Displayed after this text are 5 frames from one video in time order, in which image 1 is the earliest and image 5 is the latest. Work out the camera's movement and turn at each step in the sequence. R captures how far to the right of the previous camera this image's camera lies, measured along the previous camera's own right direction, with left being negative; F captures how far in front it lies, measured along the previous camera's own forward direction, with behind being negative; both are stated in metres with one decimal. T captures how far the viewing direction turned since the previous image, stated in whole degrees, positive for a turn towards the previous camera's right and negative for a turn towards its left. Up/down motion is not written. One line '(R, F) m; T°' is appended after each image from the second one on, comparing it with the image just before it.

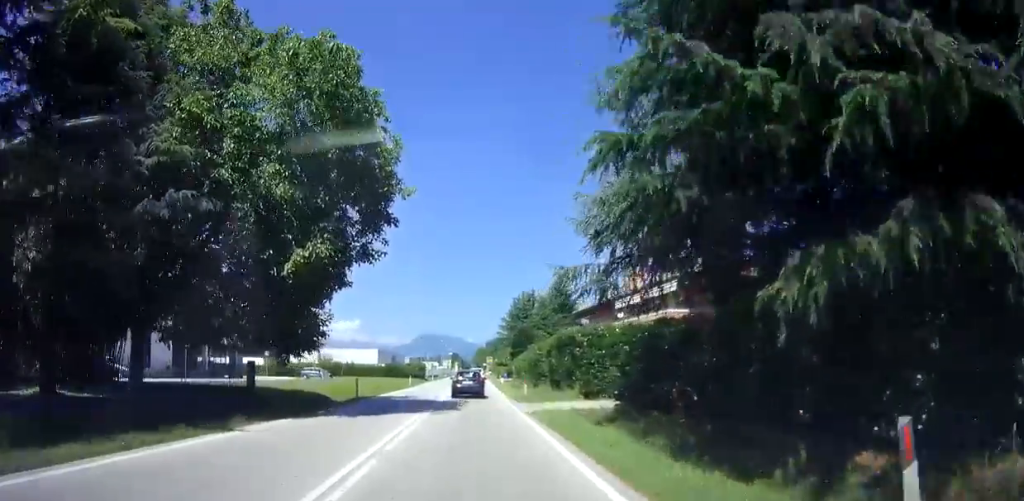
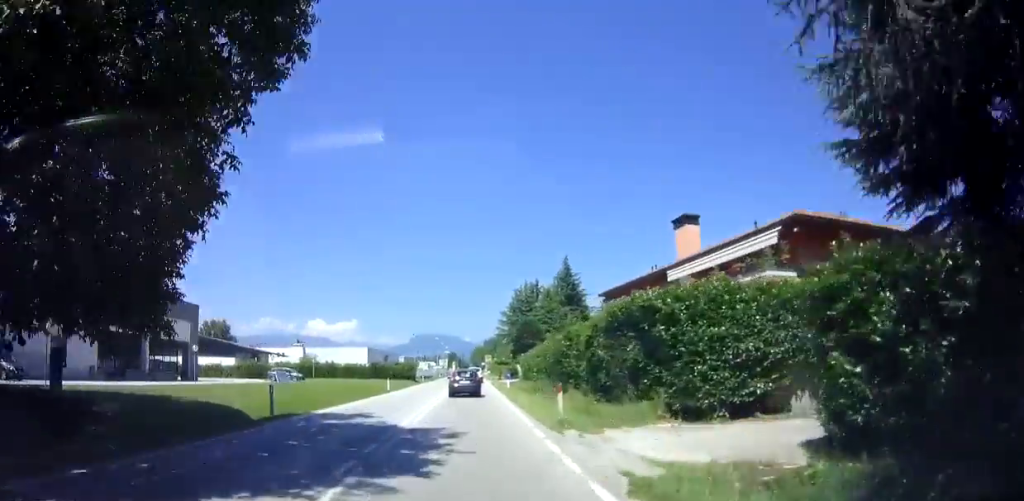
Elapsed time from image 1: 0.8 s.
(+0.1, +11.7) m; 0°
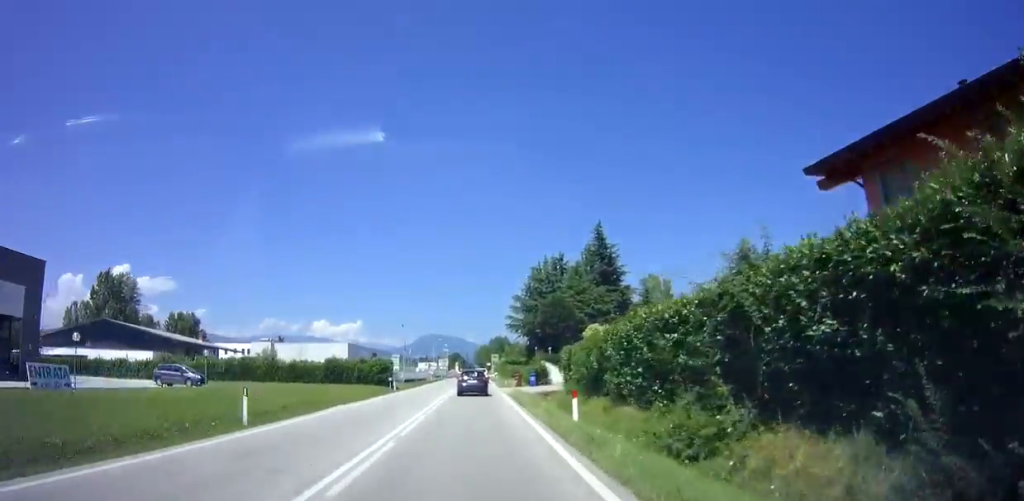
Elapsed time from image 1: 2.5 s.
(0.0, +26.0) m; 0°
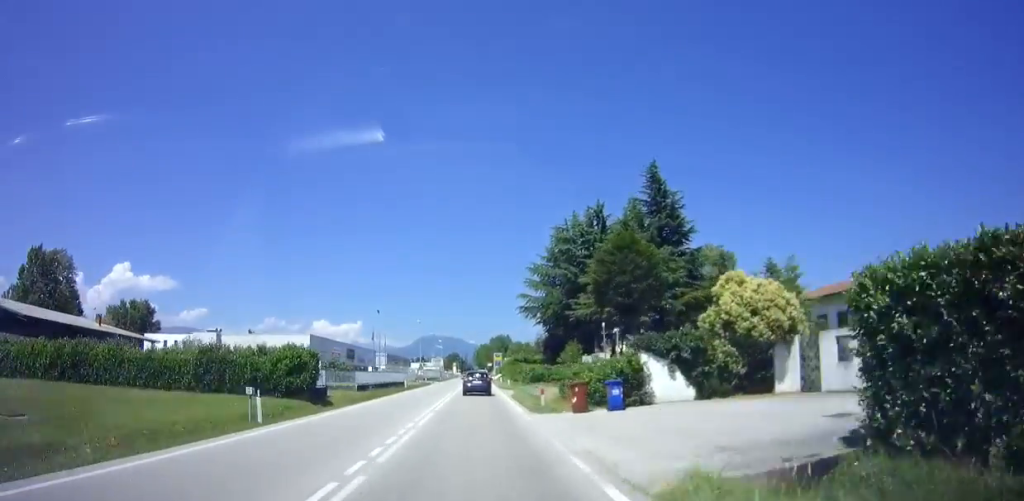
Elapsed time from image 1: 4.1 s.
(-0.1, +25.9) m; -1°
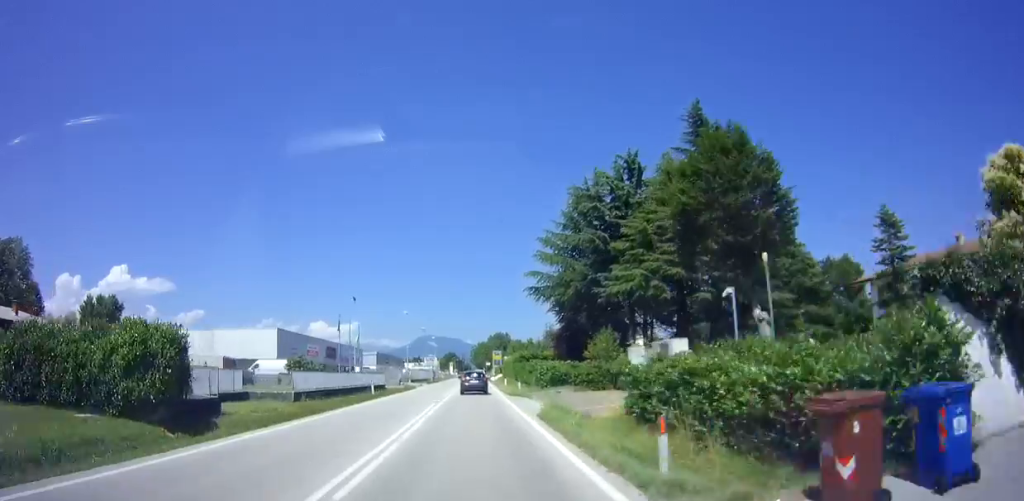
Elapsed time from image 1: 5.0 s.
(0.0, +13.6) m; 0°
